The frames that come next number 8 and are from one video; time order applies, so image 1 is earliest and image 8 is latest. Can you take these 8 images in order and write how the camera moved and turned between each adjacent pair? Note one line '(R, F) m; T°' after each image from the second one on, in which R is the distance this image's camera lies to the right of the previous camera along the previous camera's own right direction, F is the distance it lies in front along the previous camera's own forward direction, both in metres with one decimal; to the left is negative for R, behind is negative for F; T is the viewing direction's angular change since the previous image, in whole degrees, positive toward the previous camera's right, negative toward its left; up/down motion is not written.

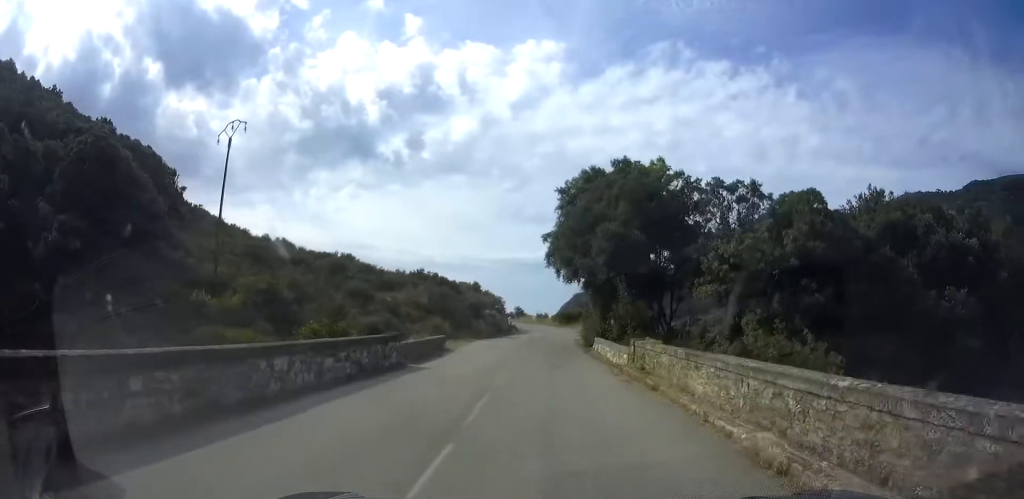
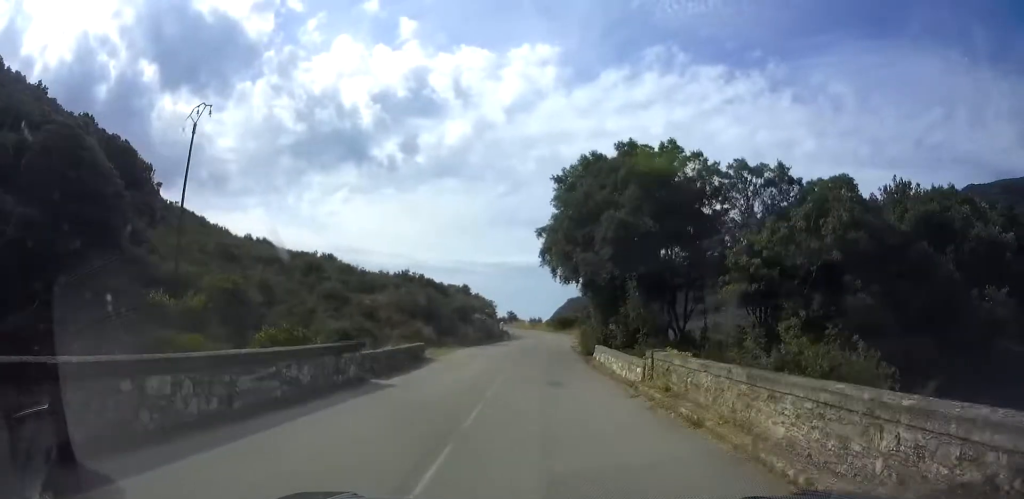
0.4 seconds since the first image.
(-0.1, +4.1) m; 0°
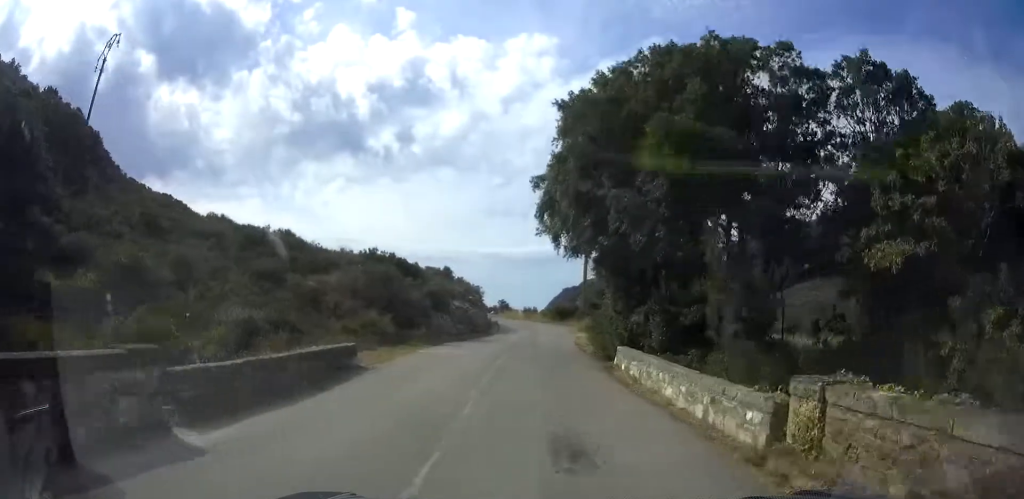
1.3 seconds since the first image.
(0.0, +9.6) m; +2°
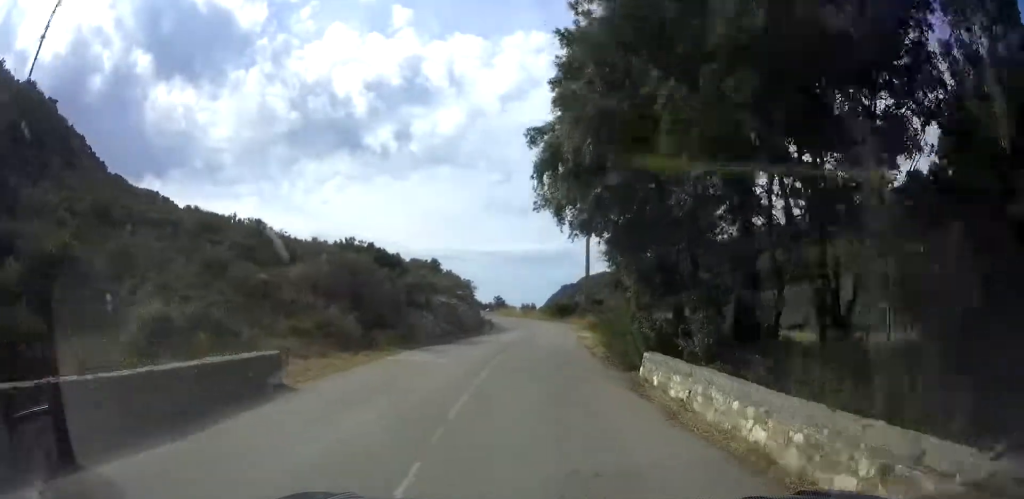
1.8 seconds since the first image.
(+0.1, +5.2) m; +2°
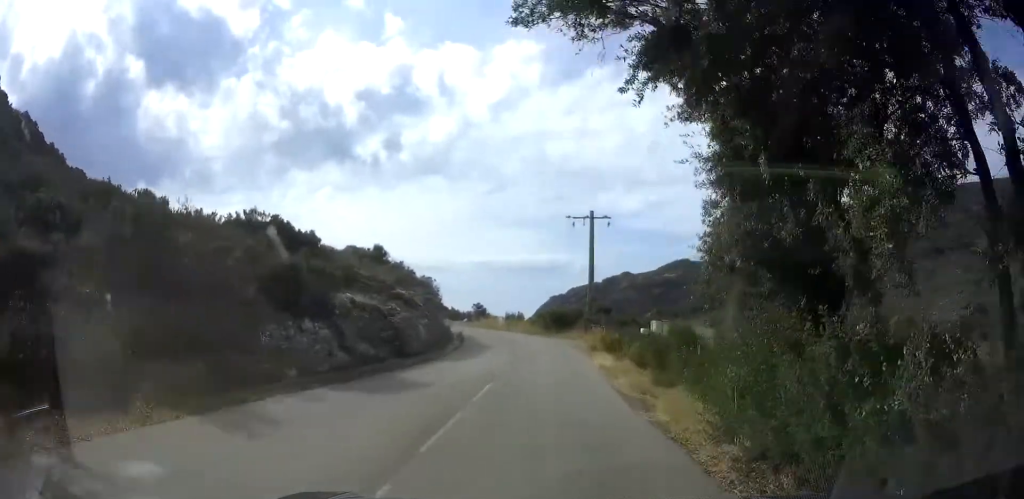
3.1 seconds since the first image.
(+0.5, +13.6) m; +4°
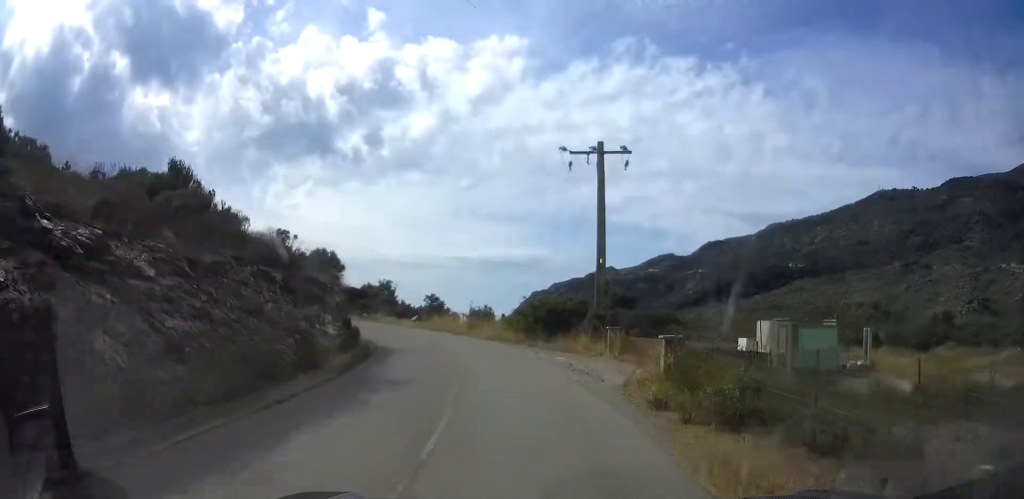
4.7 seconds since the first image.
(+0.4, +17.9) m; 0°
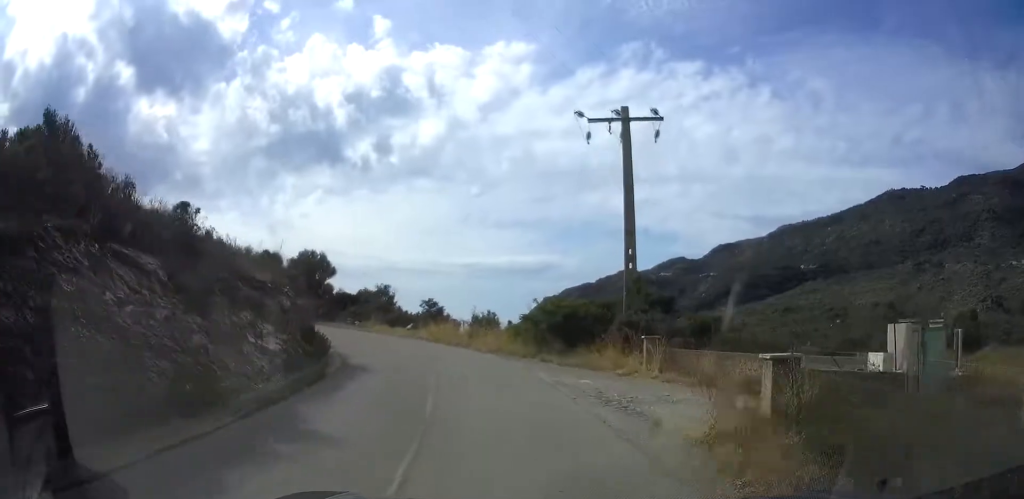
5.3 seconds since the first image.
(0.0, +5.7) m; -2°
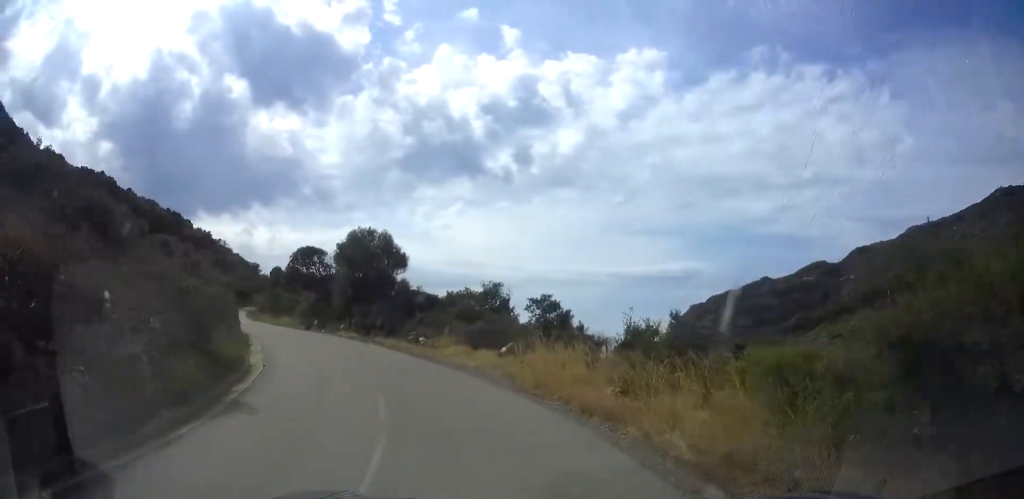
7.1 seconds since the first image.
(-1.9, +18.7) m; -11°
